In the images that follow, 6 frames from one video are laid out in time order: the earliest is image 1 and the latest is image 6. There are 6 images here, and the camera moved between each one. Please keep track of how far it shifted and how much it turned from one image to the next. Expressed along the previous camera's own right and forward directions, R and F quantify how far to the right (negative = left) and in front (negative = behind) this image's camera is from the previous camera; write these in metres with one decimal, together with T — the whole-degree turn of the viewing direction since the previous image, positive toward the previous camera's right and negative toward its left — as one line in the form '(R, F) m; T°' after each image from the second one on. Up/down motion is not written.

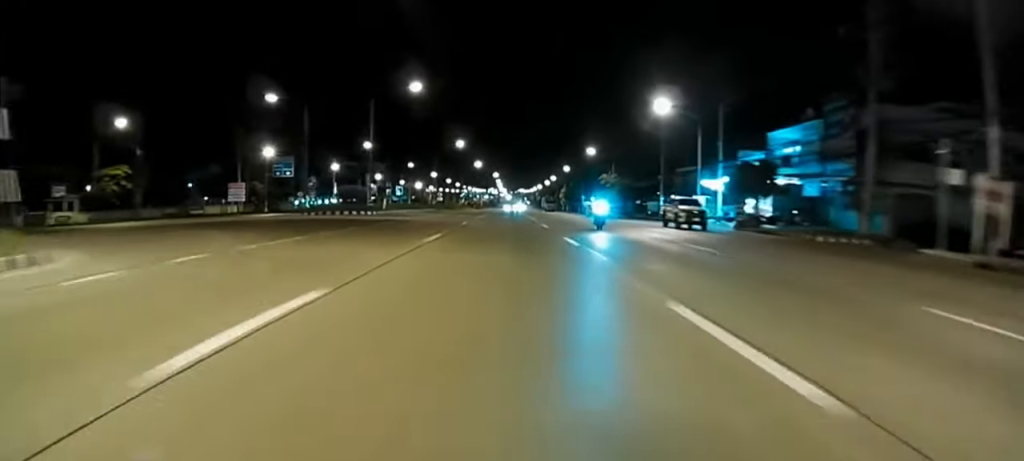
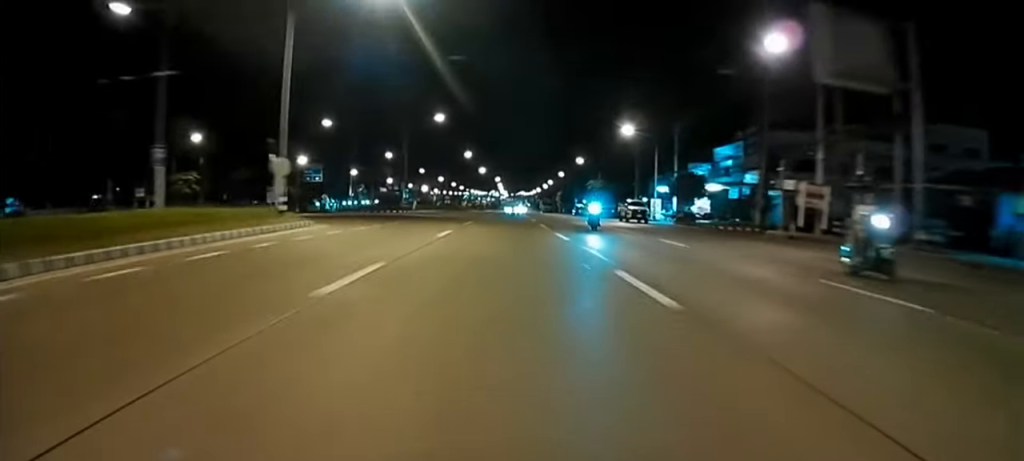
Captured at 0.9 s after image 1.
(-0.1, +16.4) m; -1°
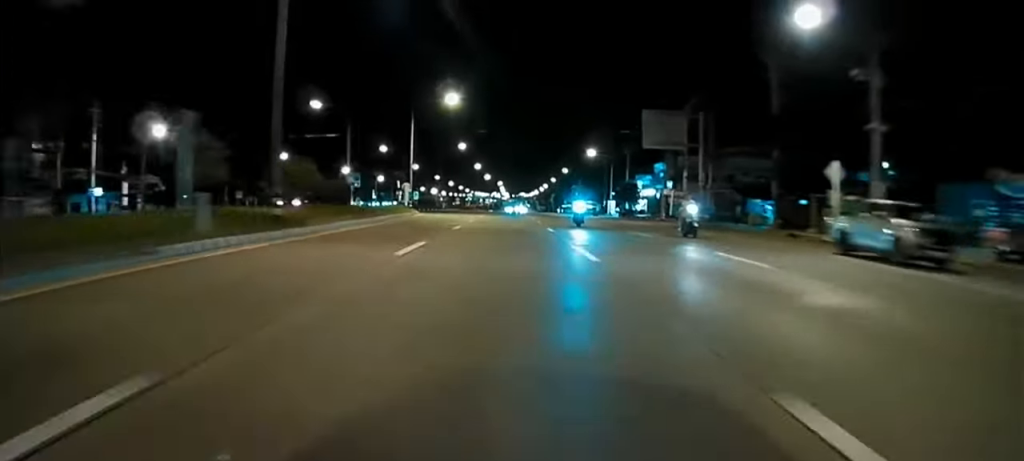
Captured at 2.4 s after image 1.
(0.0, +29.2) m; 0°
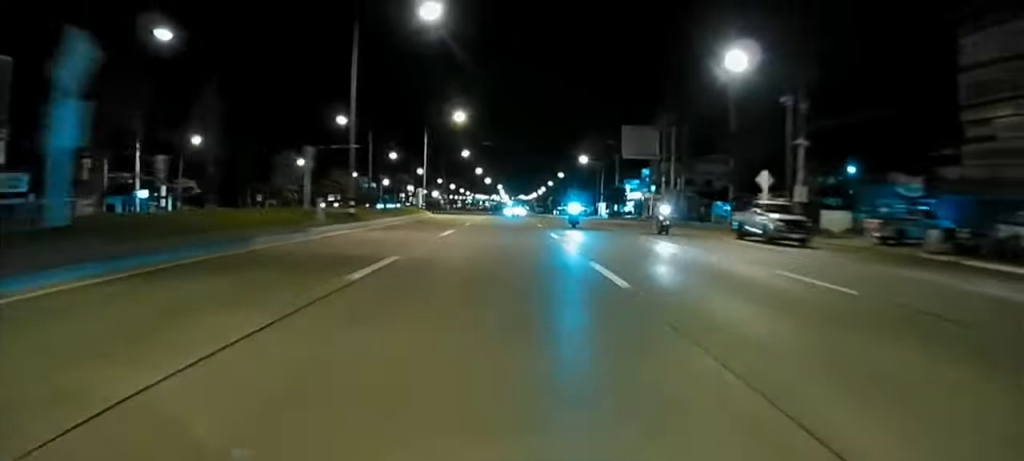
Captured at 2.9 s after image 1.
(+0.2, +9.0) m; -1°
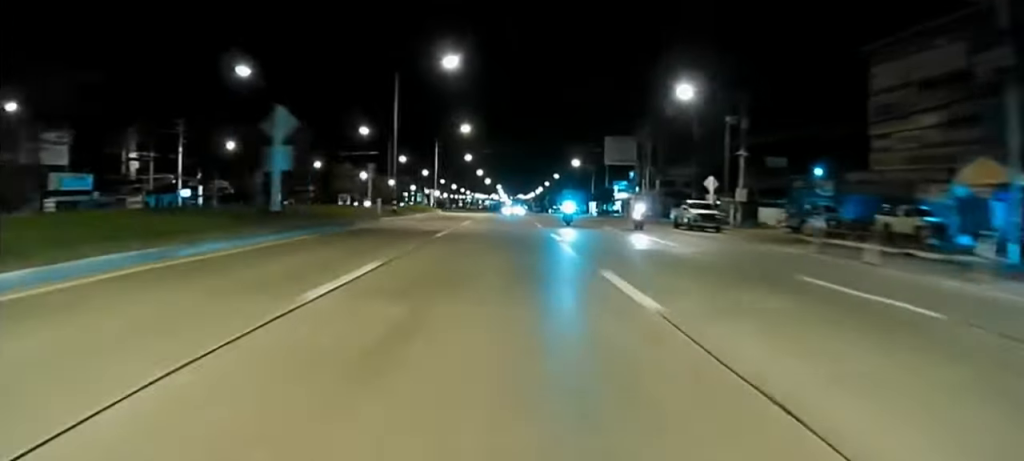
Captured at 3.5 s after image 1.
(-0.1, +10.5) m; 0°
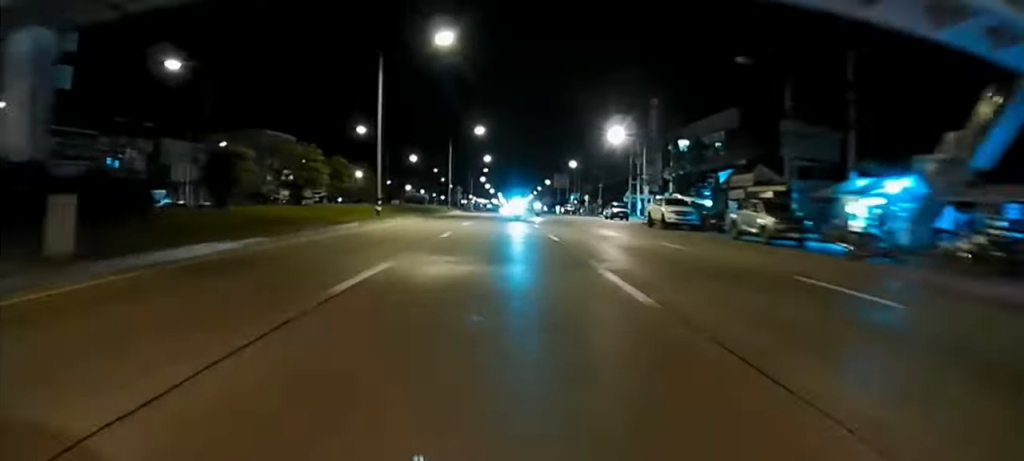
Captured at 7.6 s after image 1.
(+1.0, +75.2) m; +1°
